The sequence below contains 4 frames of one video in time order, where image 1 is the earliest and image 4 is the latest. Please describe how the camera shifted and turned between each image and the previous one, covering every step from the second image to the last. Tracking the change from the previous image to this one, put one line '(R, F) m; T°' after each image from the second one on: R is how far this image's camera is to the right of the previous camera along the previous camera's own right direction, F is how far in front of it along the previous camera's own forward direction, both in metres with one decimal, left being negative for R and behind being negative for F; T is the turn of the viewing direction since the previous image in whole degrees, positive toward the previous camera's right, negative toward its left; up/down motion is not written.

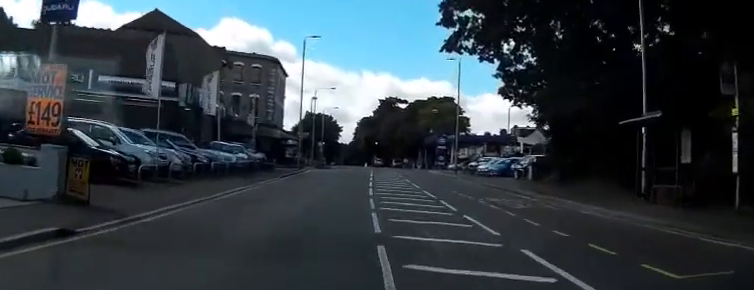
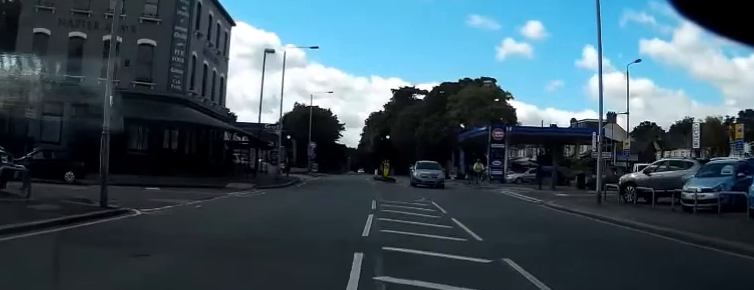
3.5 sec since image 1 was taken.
(-0.5, +33.8) m; -1°
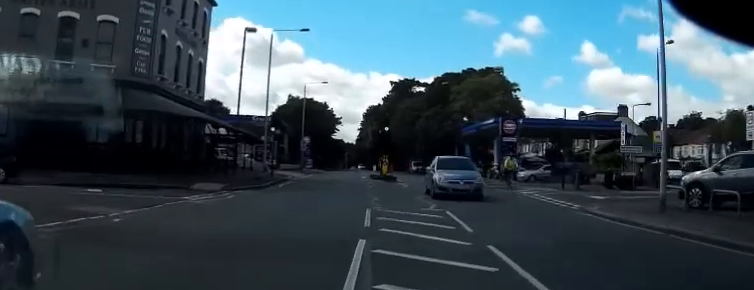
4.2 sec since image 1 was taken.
(0.0, +5.1) m; 0°
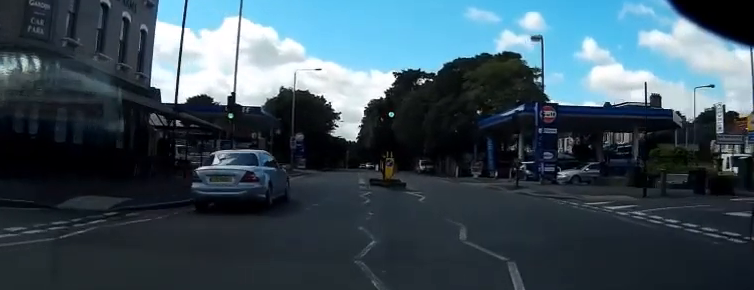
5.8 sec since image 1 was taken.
(0.0, +10.3) m; +2°
